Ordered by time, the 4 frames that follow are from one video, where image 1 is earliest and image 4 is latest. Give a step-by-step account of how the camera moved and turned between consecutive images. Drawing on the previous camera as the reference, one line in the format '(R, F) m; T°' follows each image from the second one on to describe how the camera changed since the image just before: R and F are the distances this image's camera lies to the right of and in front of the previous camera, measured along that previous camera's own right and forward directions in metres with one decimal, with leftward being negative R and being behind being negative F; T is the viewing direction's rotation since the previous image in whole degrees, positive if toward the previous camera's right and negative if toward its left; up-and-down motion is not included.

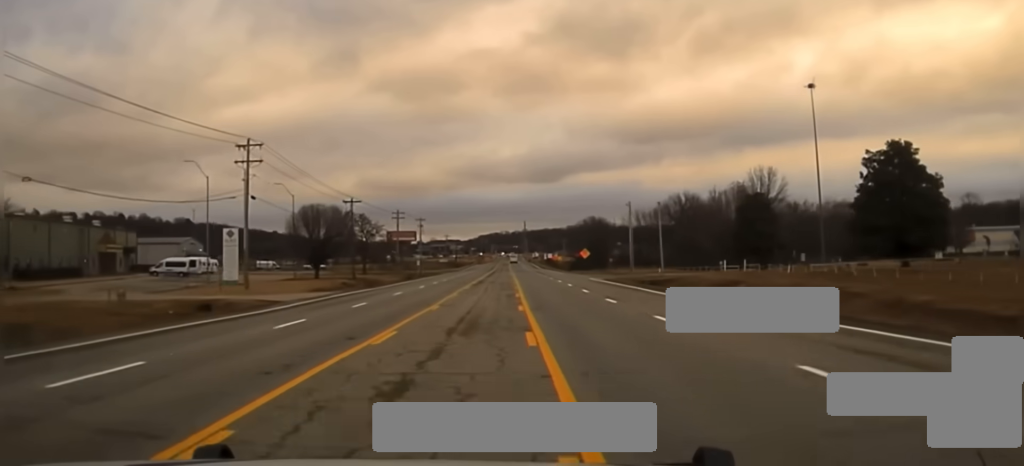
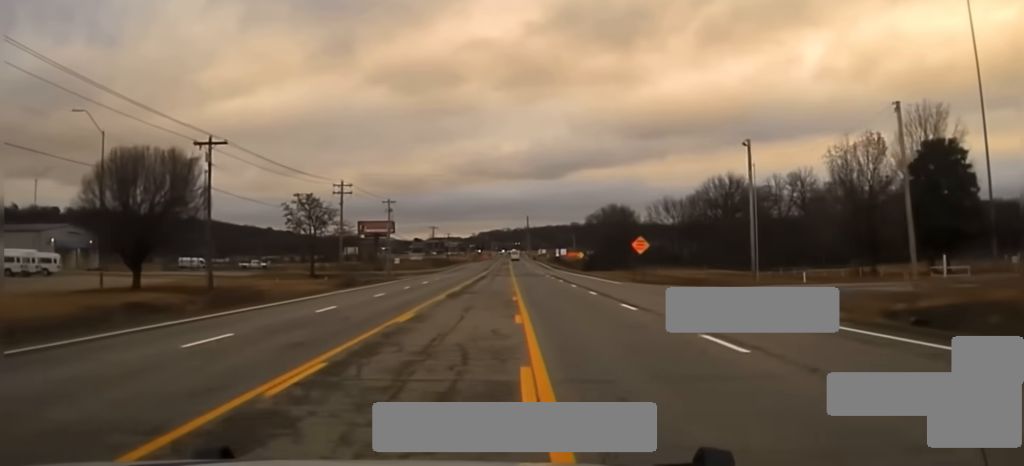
(-0.1, +57.8) m; 0°
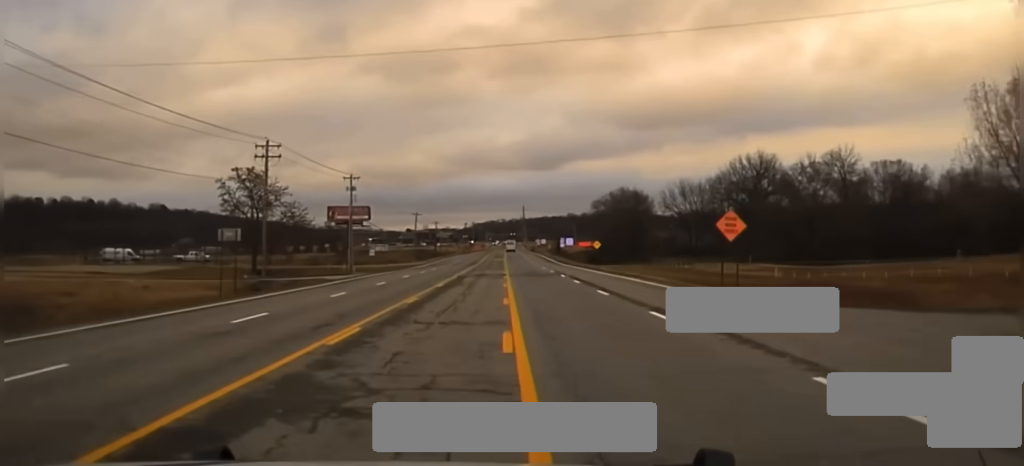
(-0.1, +34.0) m; 0°
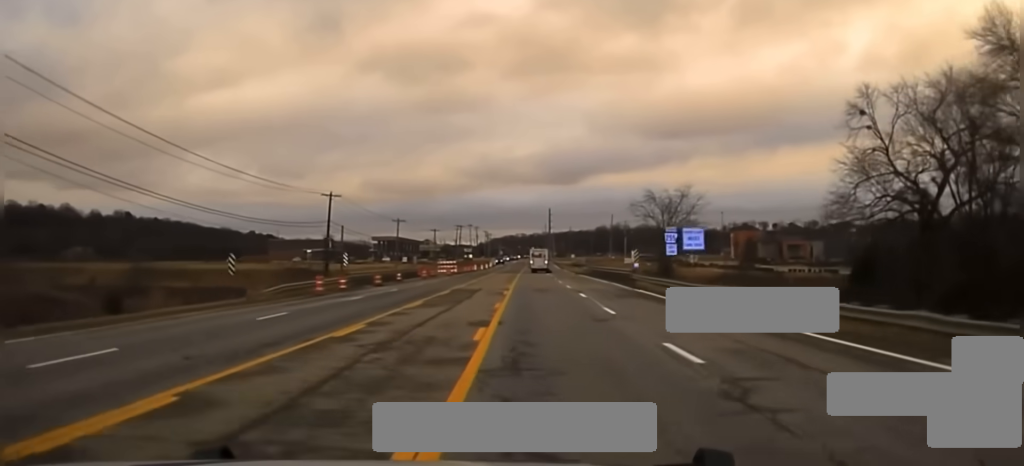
(+1.0, +176.2) m; 0°
